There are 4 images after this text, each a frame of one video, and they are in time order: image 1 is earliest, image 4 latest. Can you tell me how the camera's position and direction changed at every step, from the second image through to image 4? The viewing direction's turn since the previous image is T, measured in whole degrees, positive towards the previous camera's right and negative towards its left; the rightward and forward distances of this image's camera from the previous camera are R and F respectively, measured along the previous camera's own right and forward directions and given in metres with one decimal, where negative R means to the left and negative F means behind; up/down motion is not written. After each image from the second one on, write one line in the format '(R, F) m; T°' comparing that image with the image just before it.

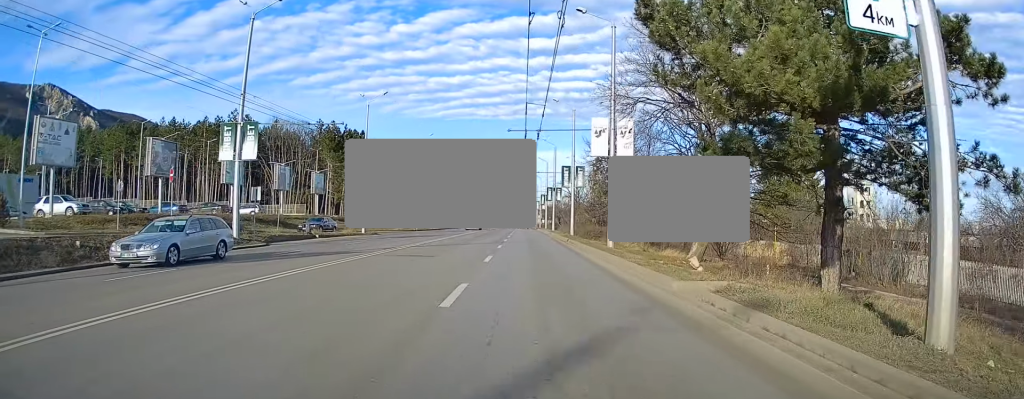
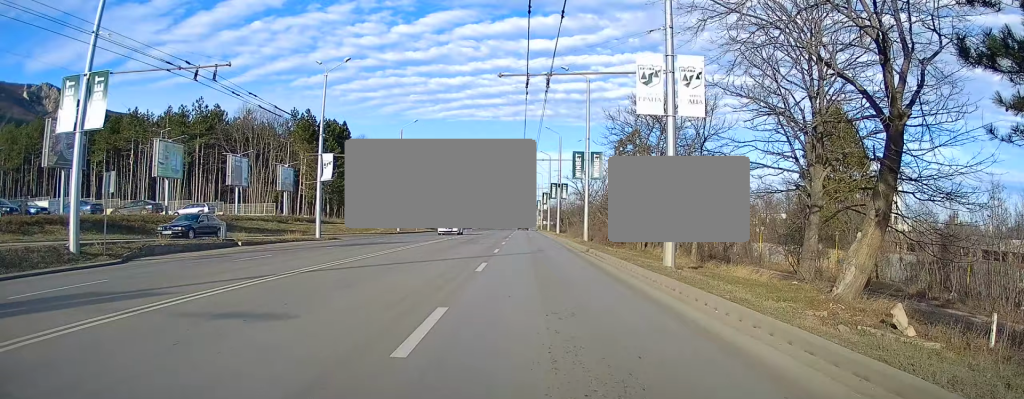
(+0.1, +12.0) m; 0°
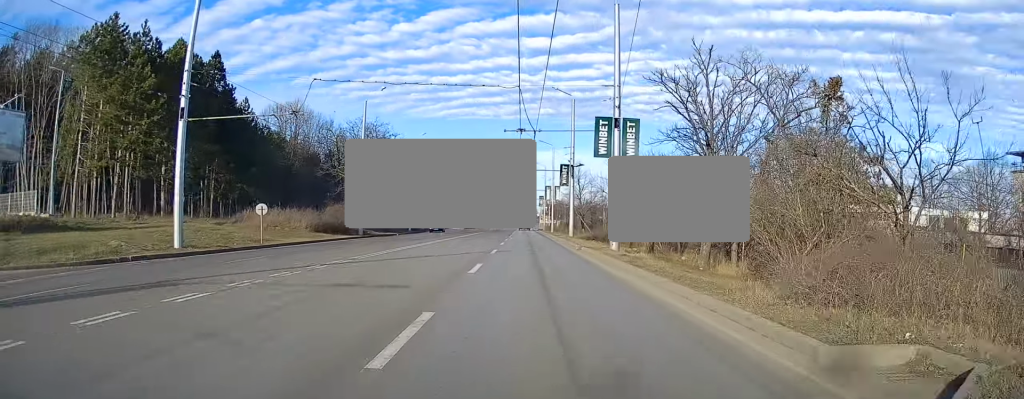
(+0.7, +45.3) m; +2°
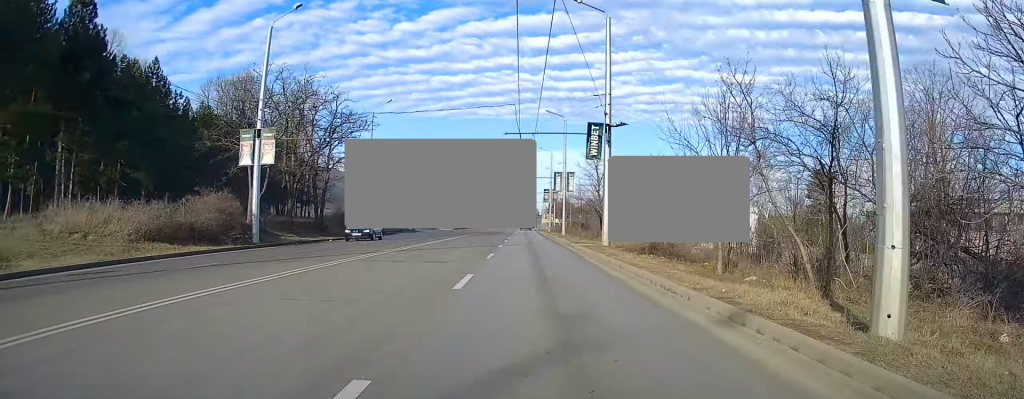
(+0.1, +21.0) m; -1°
